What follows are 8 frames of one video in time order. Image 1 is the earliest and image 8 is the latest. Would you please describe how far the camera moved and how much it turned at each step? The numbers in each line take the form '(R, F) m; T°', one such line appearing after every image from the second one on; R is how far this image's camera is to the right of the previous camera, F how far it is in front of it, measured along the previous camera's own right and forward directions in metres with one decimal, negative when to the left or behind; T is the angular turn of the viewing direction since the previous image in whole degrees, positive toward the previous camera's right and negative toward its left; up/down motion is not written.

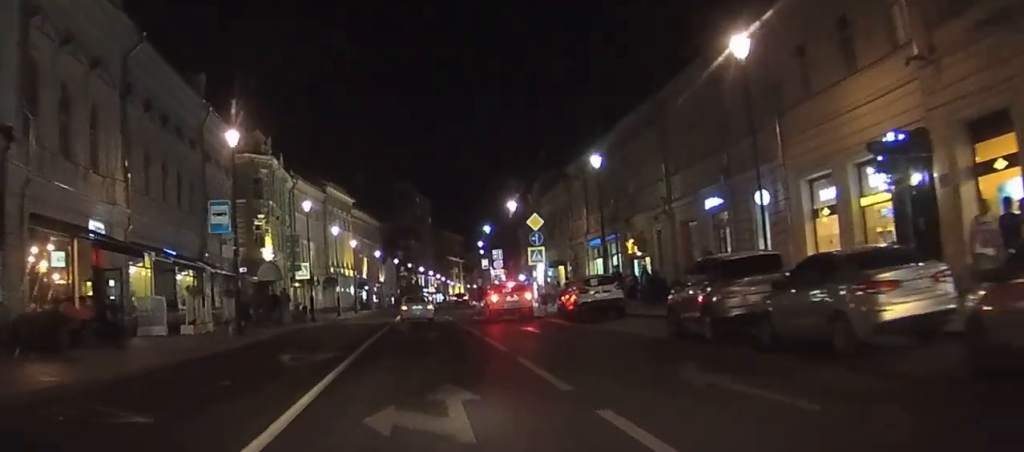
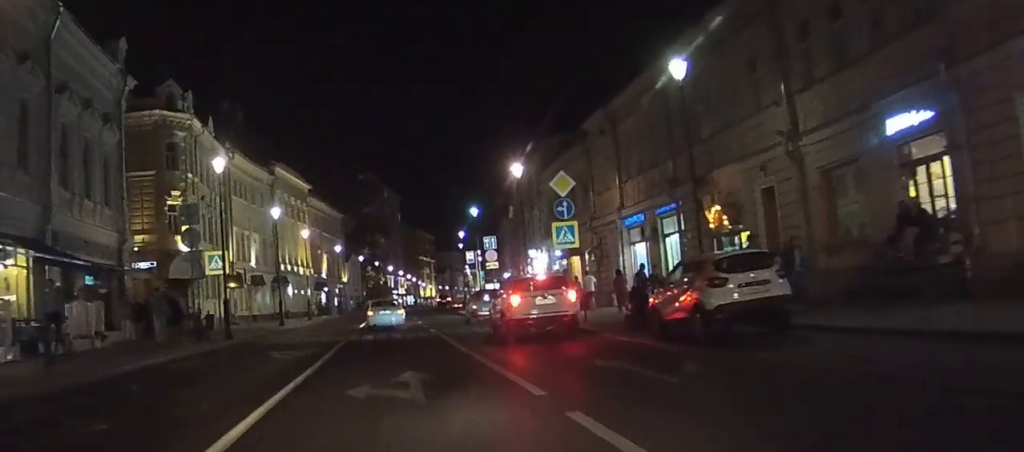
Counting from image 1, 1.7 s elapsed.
(+0.2, +16.1) m; +1°
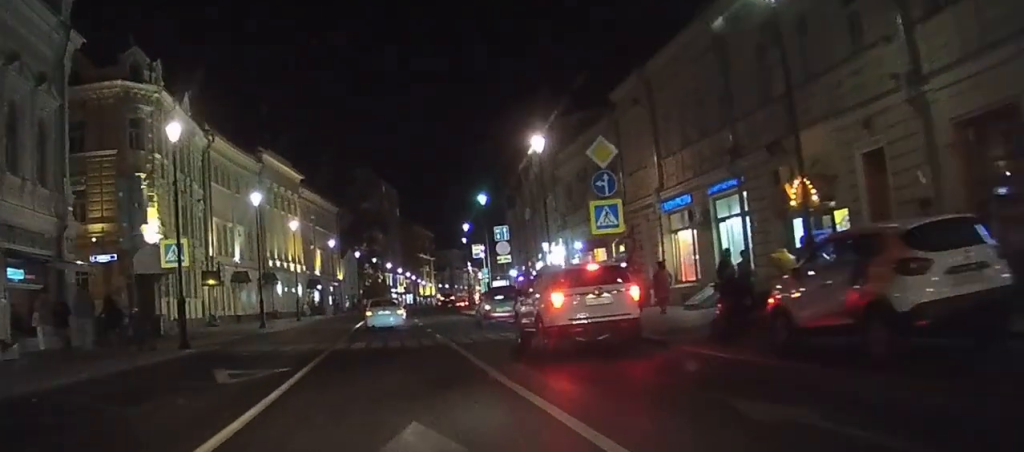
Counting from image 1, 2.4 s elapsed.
(0.0, +6.2) m; 0°
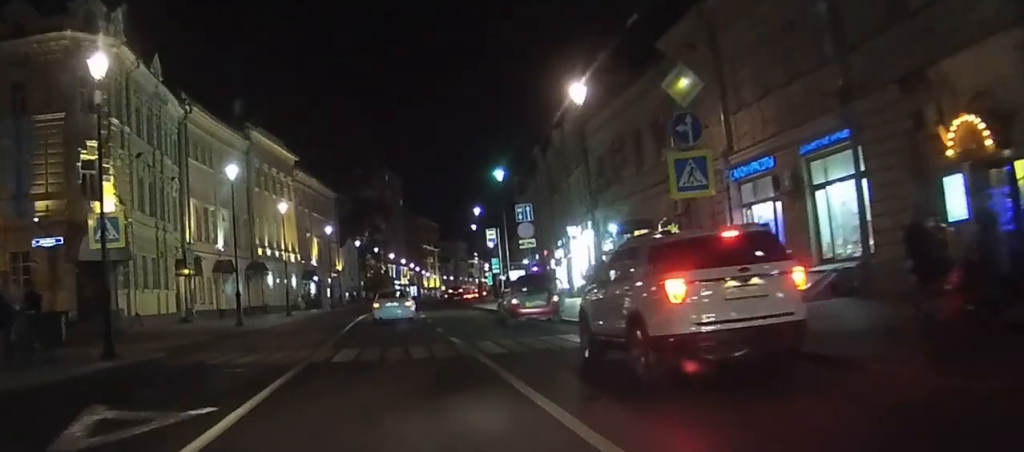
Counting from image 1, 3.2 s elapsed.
(-0.1, +6.9) m; -1°
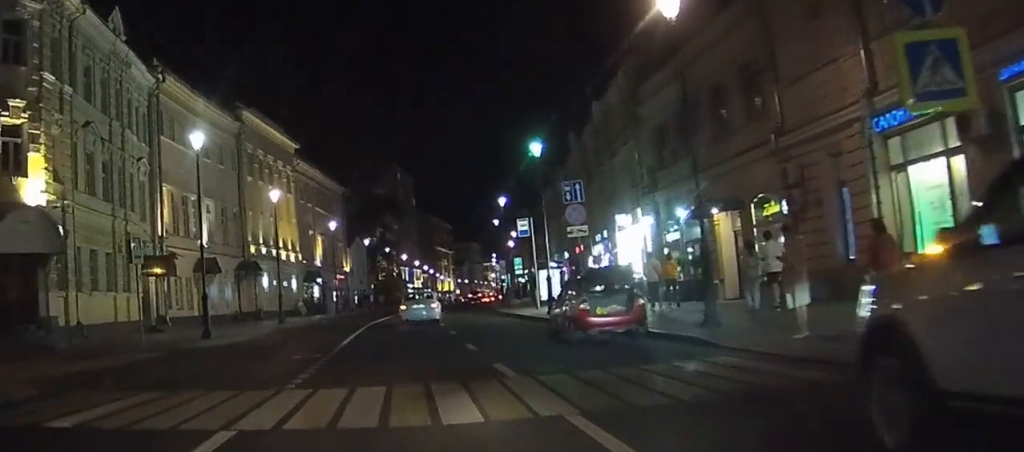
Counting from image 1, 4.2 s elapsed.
(-0.1, +8.7) m; -1°
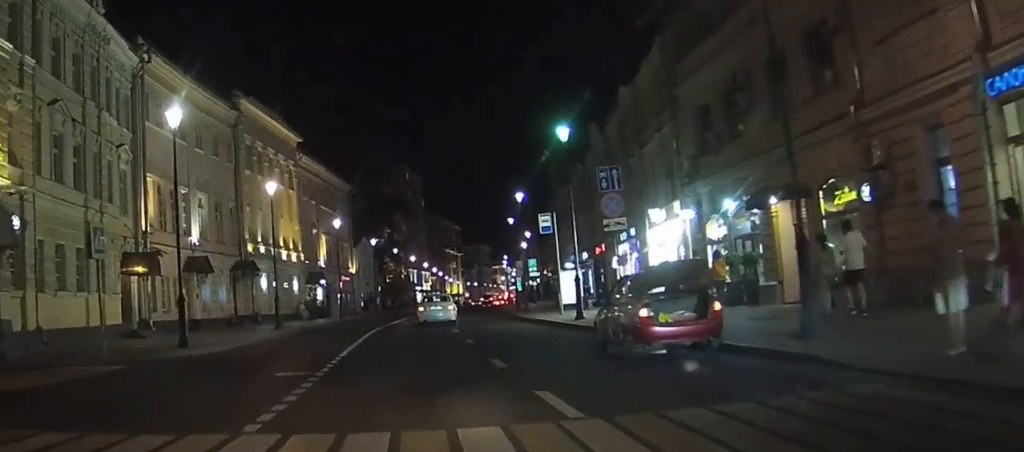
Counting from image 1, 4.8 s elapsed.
(0.0, +4.5) m; 0°
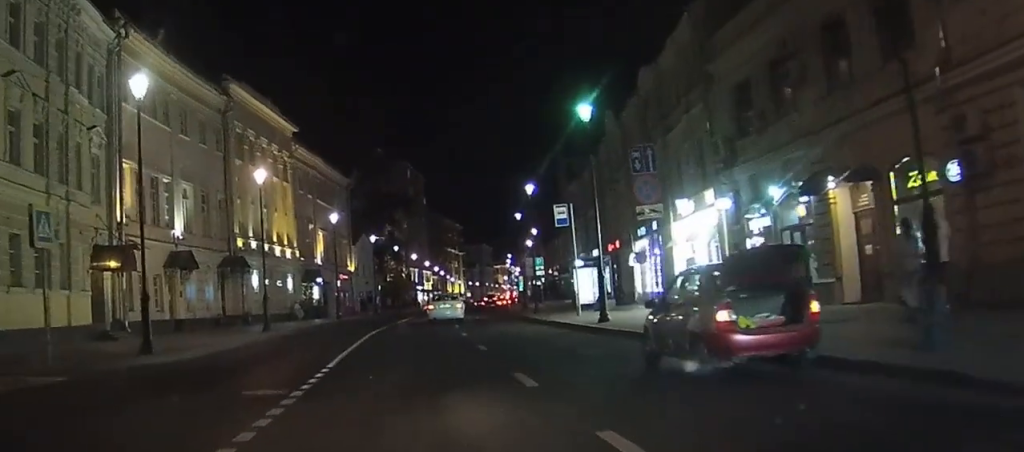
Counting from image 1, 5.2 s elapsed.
(0.0, +4.0) m; 0°
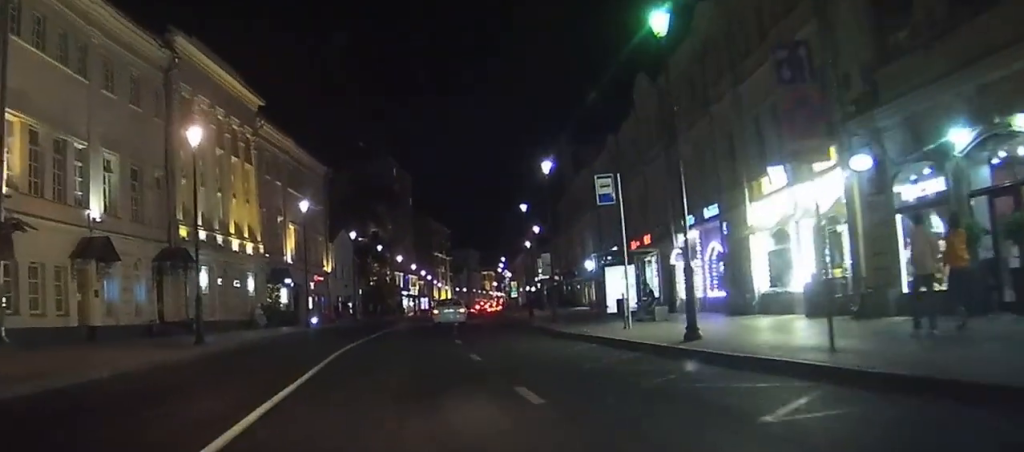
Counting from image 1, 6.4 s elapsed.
(-0.1, +10.4) m; +1°
